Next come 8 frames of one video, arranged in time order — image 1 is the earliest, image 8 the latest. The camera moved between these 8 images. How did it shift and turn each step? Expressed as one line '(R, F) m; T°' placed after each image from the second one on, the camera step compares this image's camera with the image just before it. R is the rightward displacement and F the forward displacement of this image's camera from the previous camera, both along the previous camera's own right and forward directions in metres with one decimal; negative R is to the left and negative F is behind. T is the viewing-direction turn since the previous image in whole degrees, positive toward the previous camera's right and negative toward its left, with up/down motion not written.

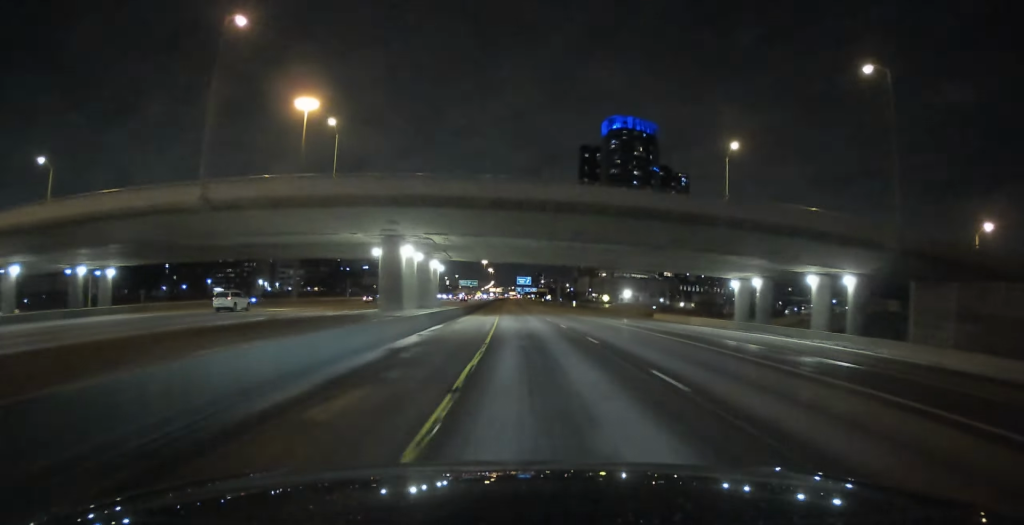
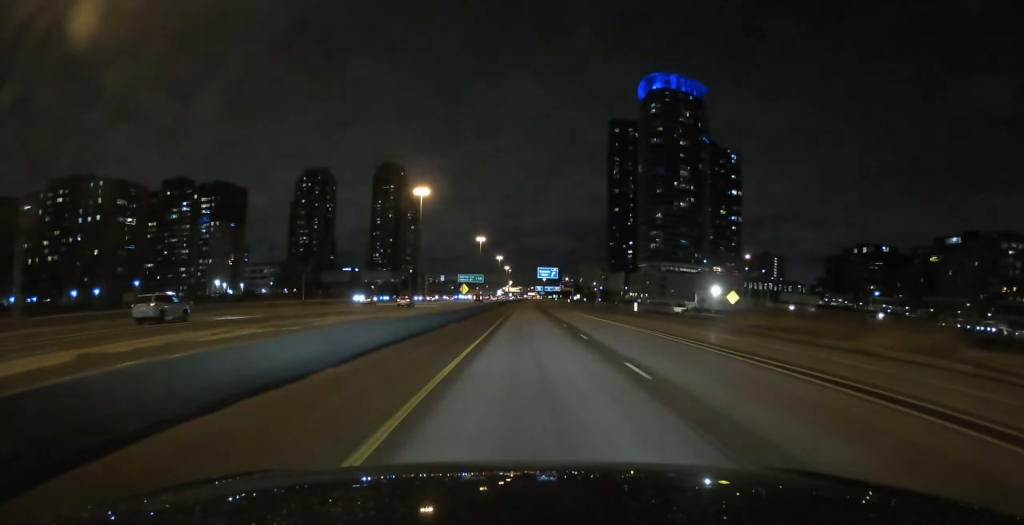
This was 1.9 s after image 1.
(-0.7, +68.7) m; -1°
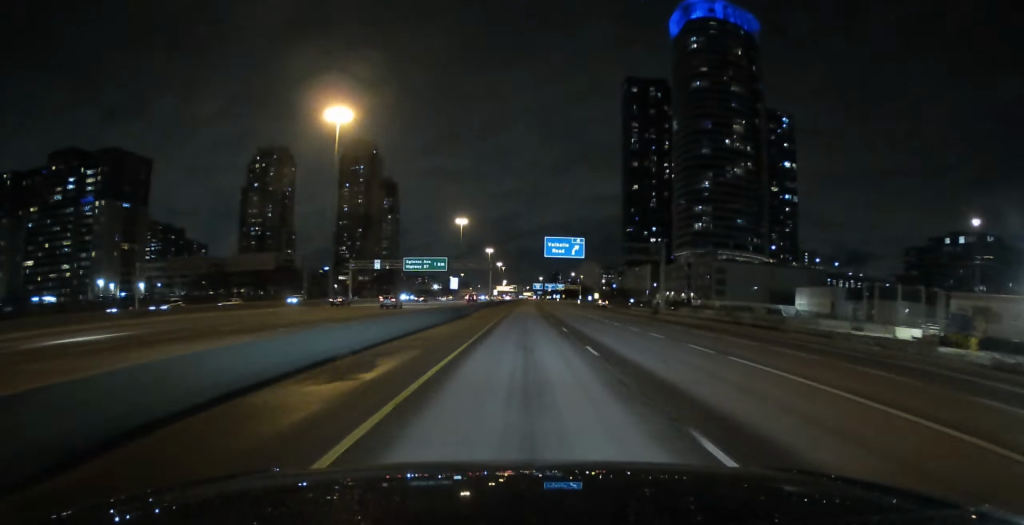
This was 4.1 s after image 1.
(-0.6, +81.2) m; 0°
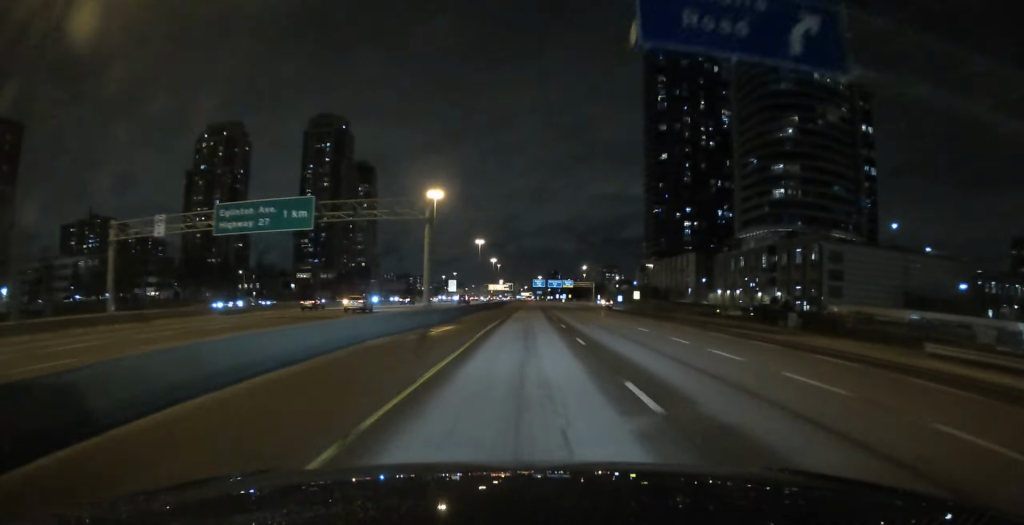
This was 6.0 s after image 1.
(0.0, +69.0) m; 0°
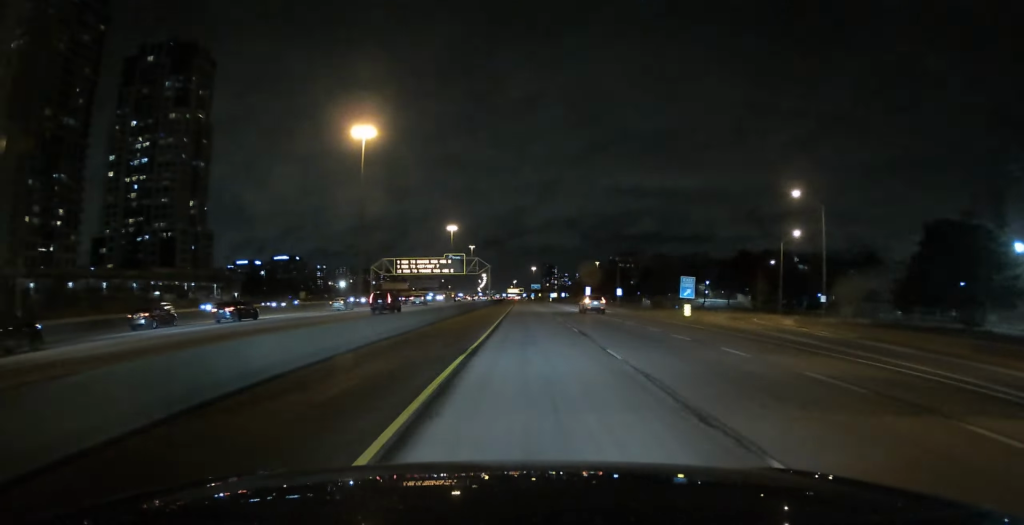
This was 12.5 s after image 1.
(+2.9, +240.5) m; +1°
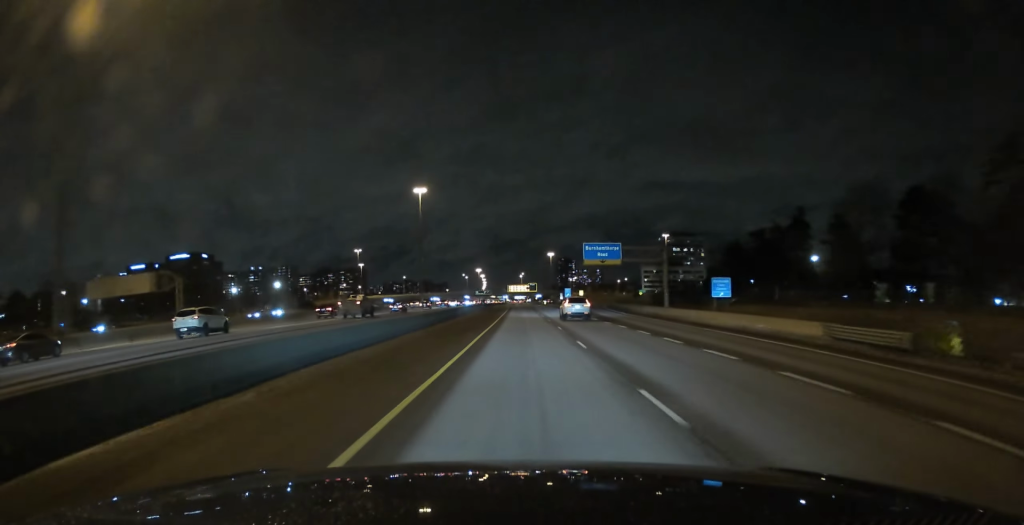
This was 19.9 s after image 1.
(-2.7, +256.5) m; -1°
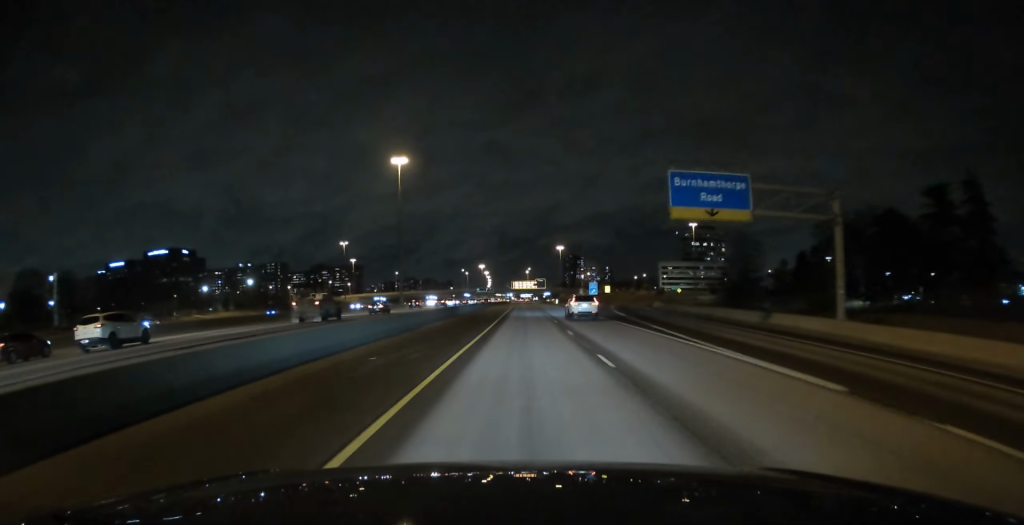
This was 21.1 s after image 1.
(-0.2, +43.0) m; 0°
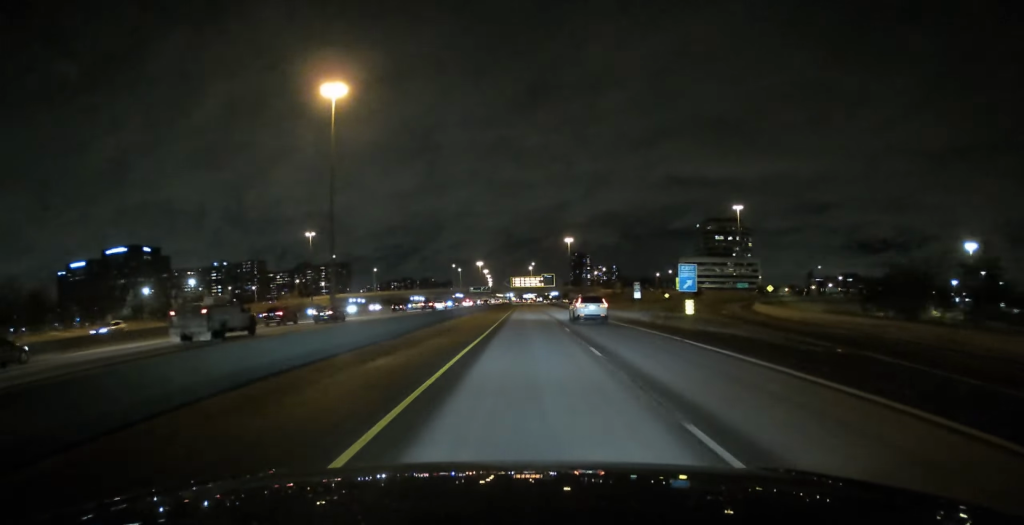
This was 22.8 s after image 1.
(-0.1, +58.7) m; 0°
